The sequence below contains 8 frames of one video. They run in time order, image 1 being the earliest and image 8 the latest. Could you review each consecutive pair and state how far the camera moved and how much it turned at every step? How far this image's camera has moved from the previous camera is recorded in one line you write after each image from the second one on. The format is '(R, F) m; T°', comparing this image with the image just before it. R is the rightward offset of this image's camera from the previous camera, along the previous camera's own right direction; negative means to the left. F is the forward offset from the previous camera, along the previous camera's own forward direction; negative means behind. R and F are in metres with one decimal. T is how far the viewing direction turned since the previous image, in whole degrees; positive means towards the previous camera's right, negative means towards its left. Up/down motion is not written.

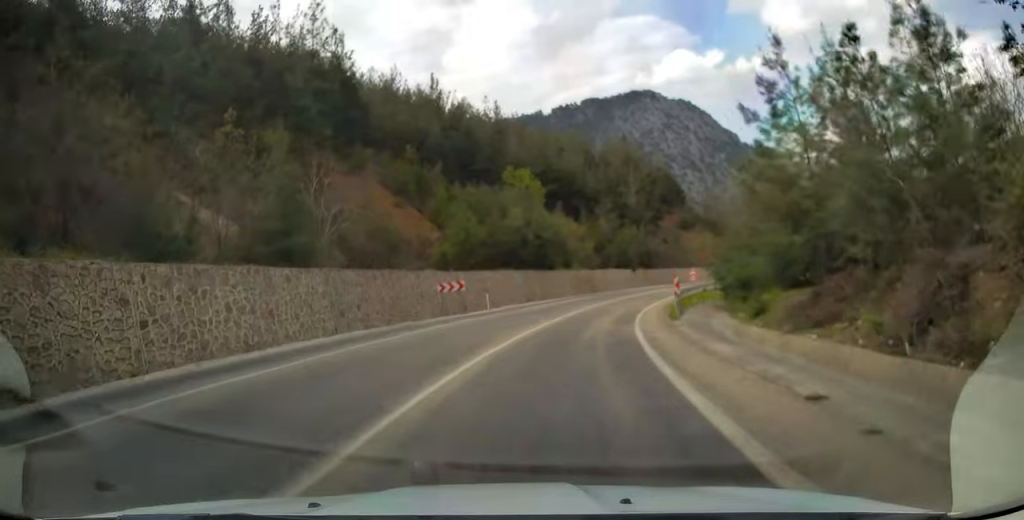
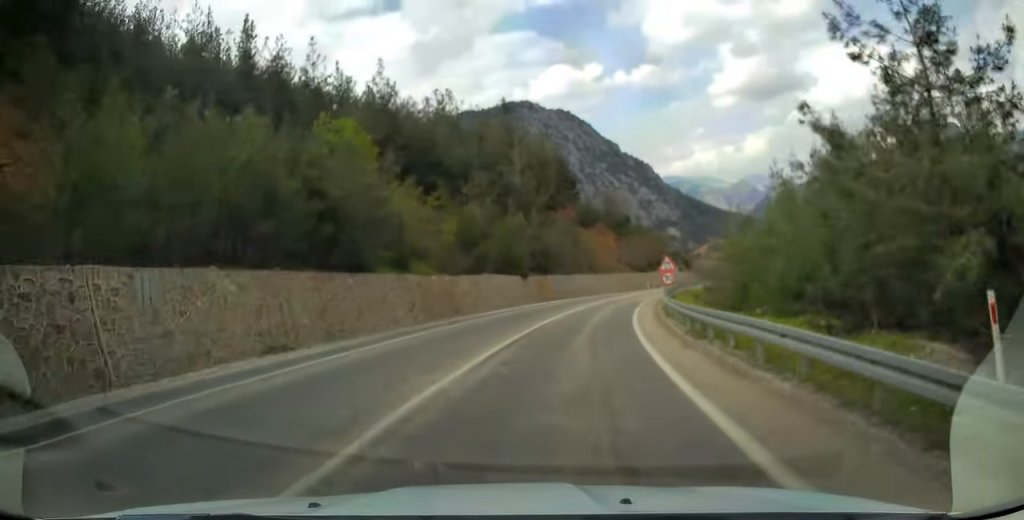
(+2.6, +31.7) m; +10°
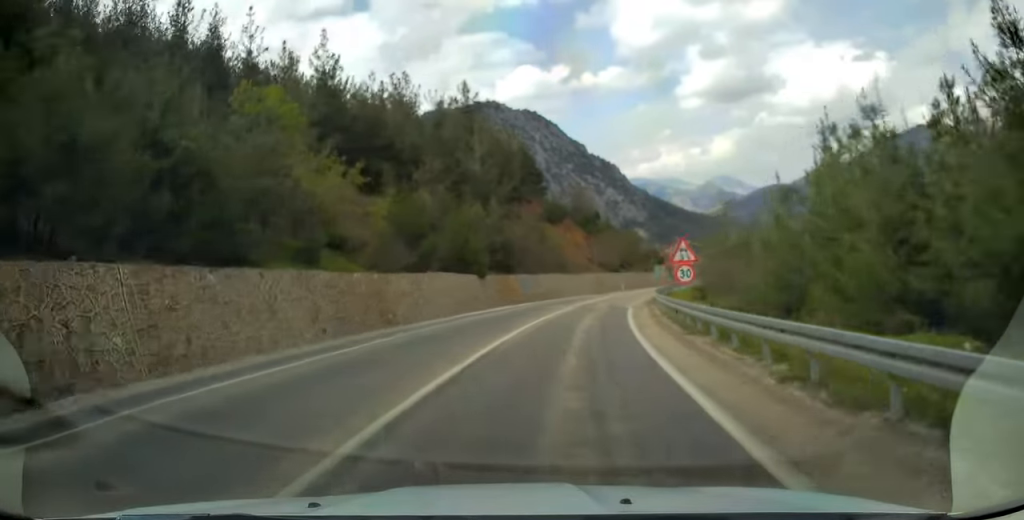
(+0.4, +8.8) m; +3°
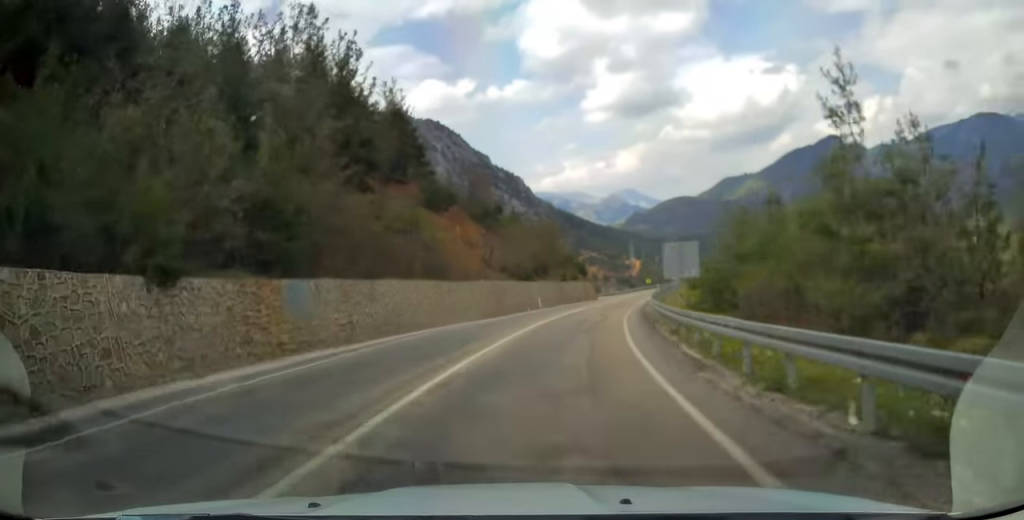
(+2.1, +30.0) m; +8°
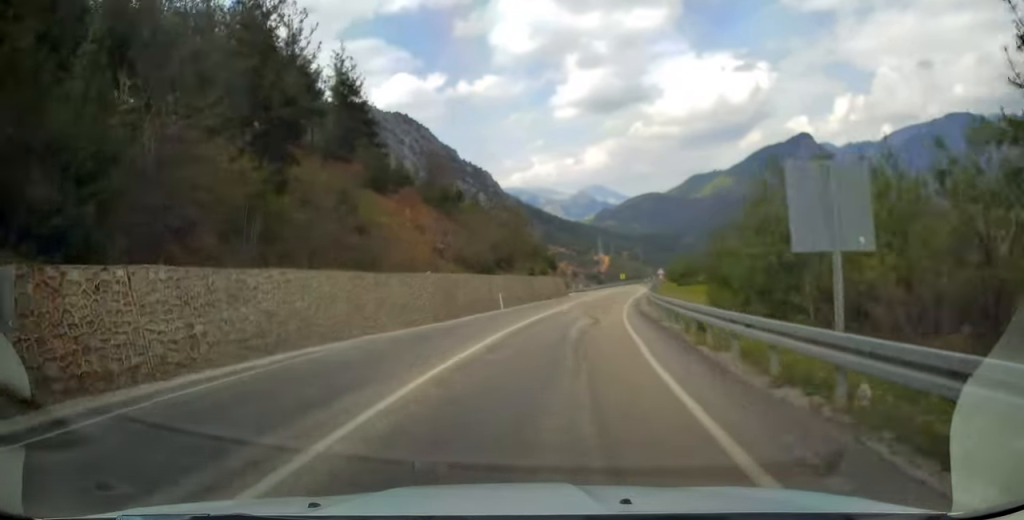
(+0.4, +9.8) m; +3°
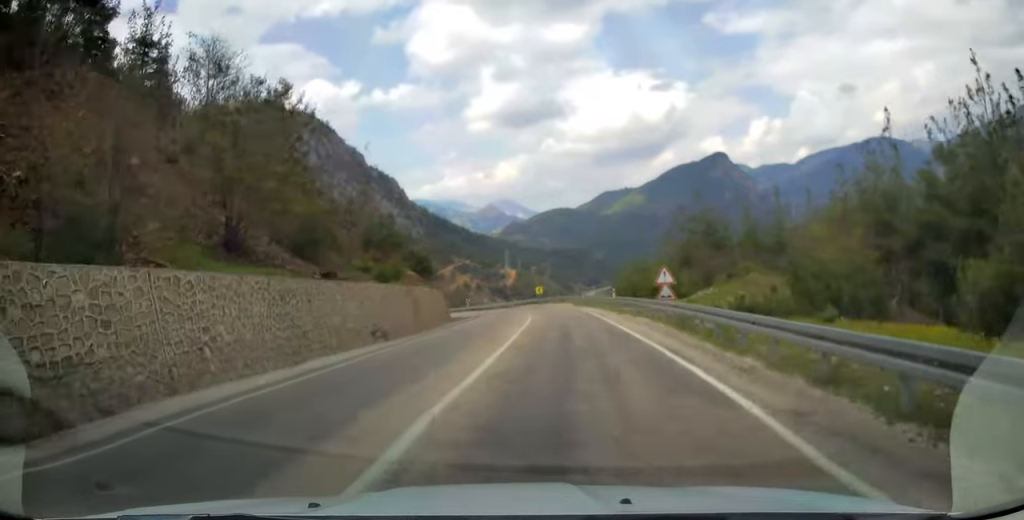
(+3.5, +39.7) m; +9°
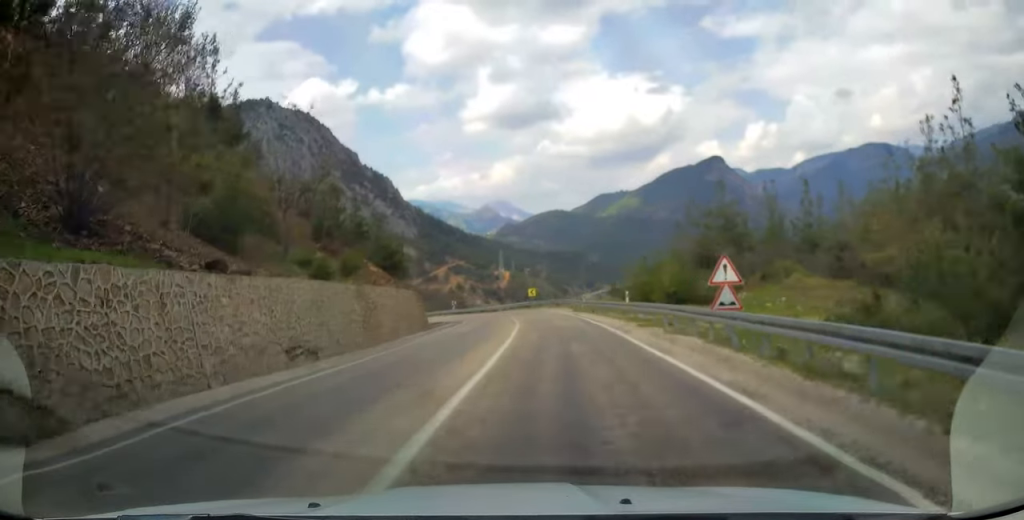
(+0.1, +8.8) m; +1°
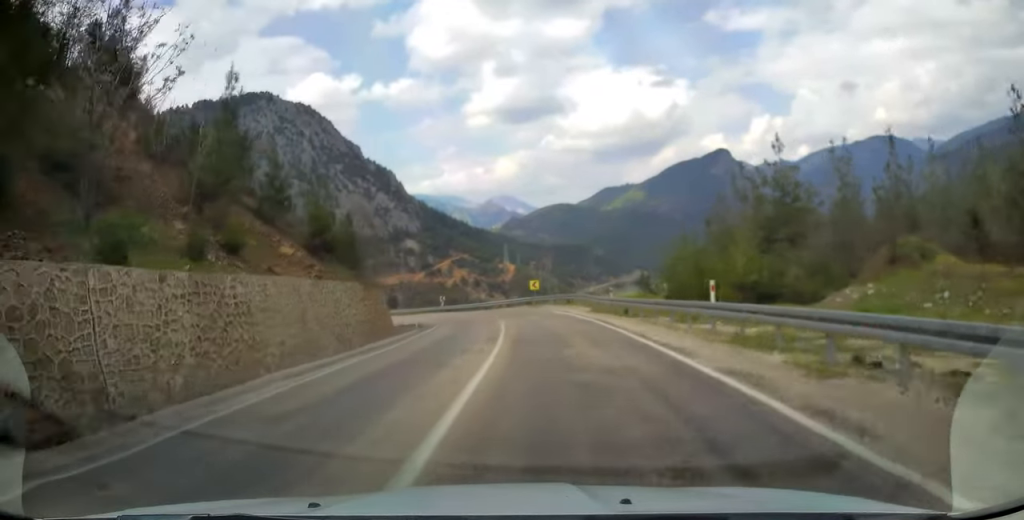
(+0.2, +14.4) m; 0°
